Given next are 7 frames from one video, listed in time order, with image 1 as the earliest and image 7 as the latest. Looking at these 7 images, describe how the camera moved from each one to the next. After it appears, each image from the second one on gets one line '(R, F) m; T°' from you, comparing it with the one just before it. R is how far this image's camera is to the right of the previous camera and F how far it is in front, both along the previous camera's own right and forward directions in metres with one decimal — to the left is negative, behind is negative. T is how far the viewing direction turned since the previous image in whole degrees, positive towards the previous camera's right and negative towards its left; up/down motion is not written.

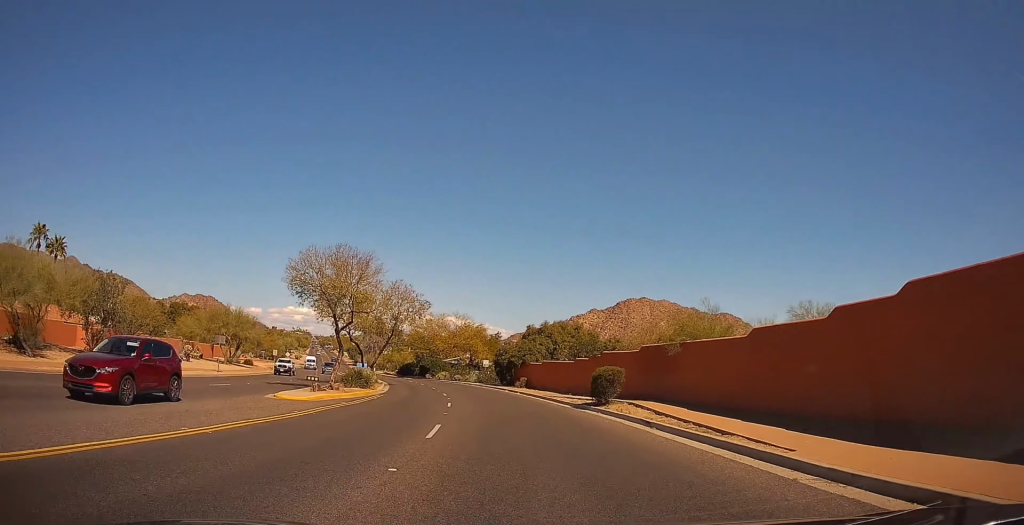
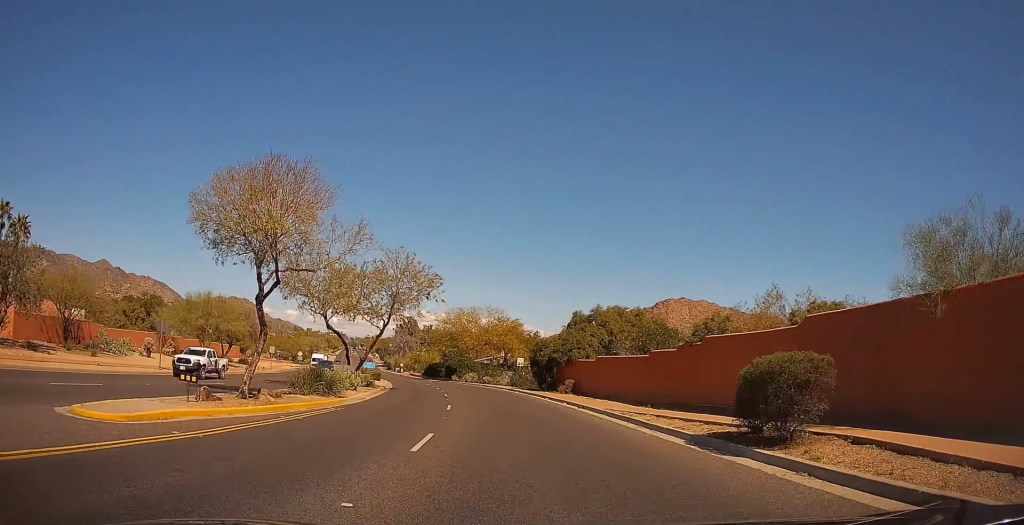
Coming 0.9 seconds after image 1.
(-0.8, +13.7) m; -4°
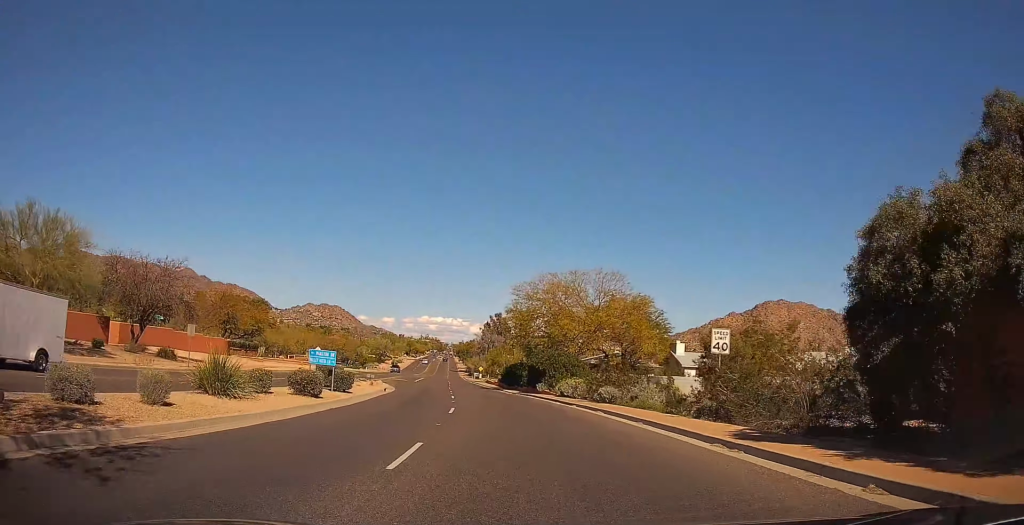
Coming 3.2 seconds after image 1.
(-2.7, +38.0) m; -10°
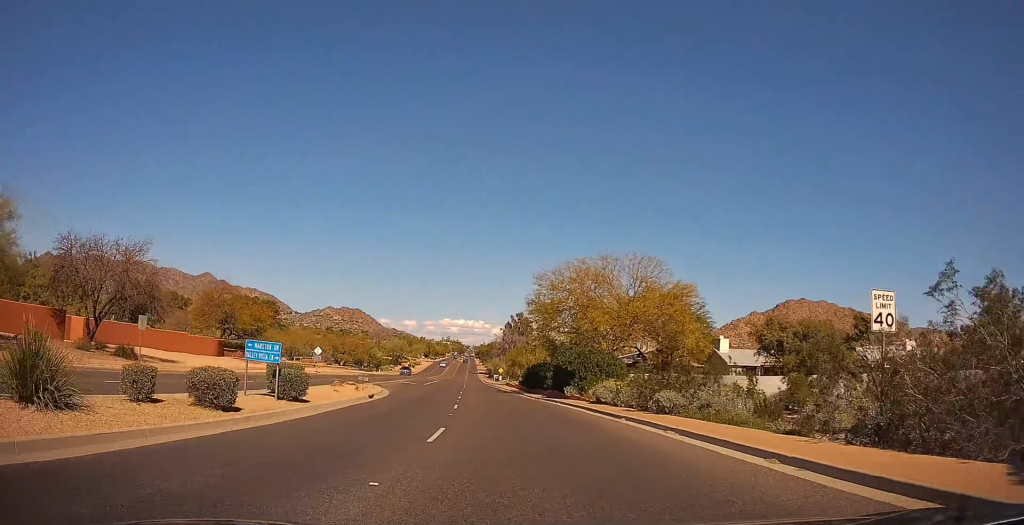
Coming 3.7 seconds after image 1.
(+0.2, +8.3) m; -3°
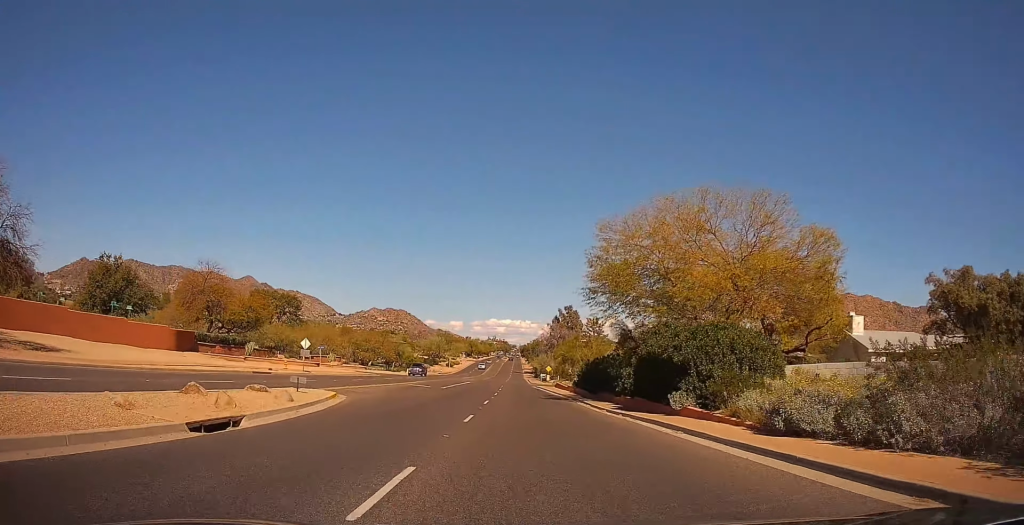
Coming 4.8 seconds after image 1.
(-1.5, +18.4) m; -6°
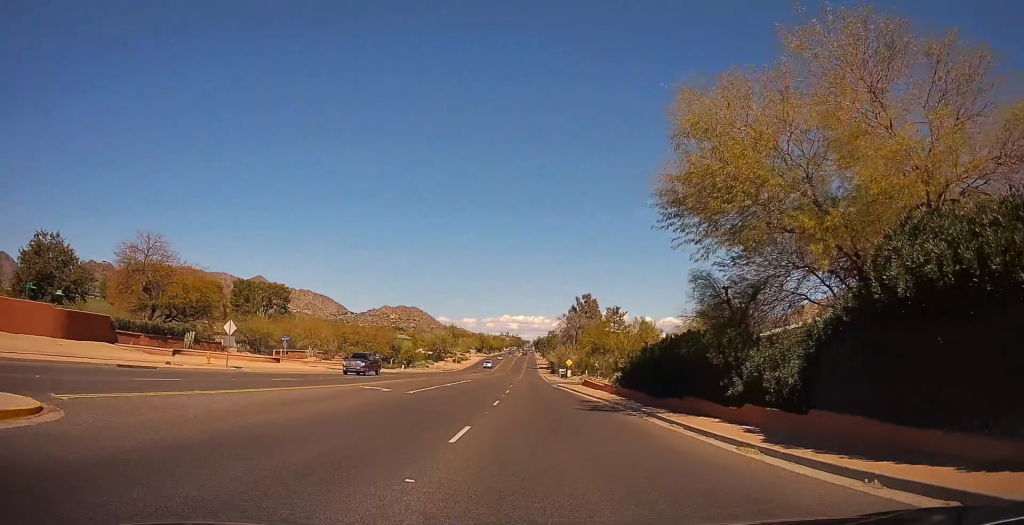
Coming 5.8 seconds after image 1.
(-0.3, +17.4) m; +2°
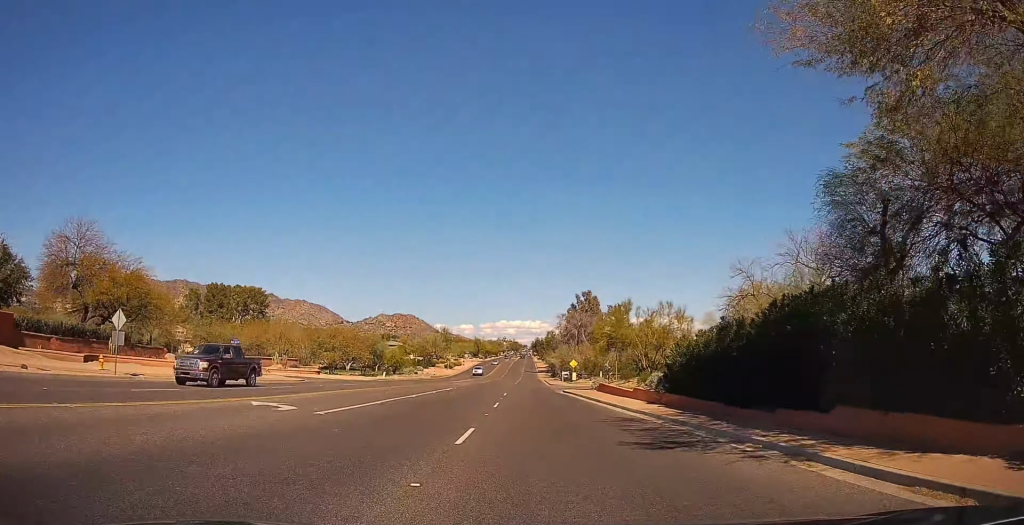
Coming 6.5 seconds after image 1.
(+0.5, +11.7) m; +4°
